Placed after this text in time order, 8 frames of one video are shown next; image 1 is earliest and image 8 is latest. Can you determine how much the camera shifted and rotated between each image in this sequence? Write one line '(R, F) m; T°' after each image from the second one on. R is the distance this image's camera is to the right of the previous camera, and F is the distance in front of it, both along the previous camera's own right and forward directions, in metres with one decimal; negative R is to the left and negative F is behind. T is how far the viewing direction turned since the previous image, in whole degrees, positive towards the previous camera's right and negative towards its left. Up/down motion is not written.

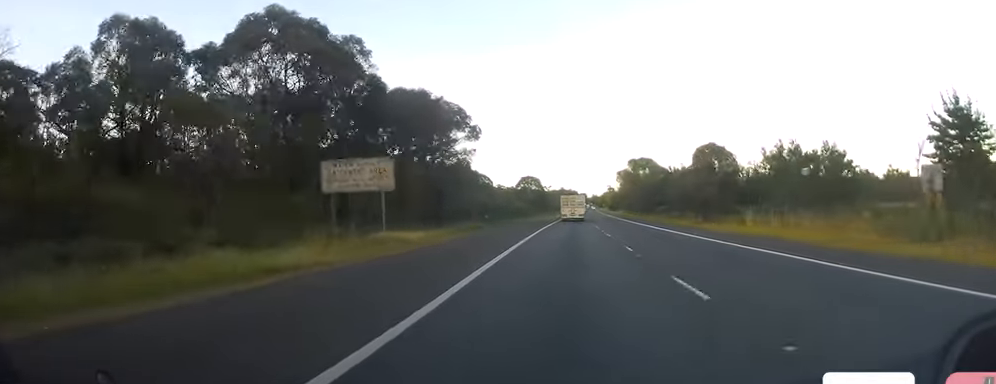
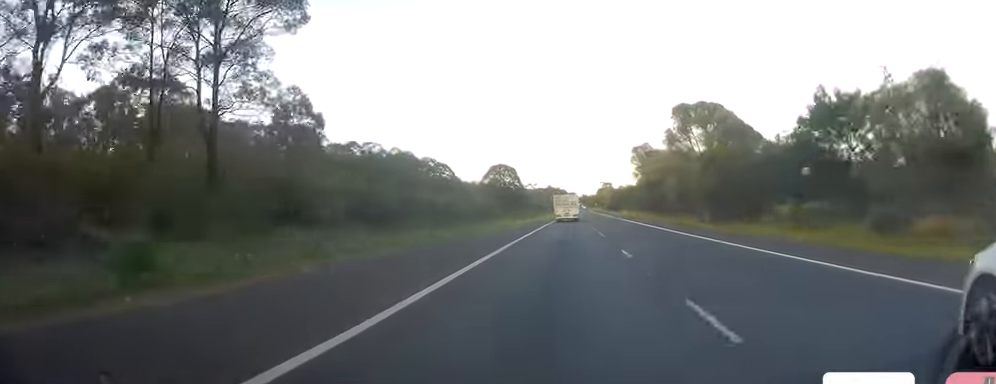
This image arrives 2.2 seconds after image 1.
(+1.1, +64.0) m; +1°
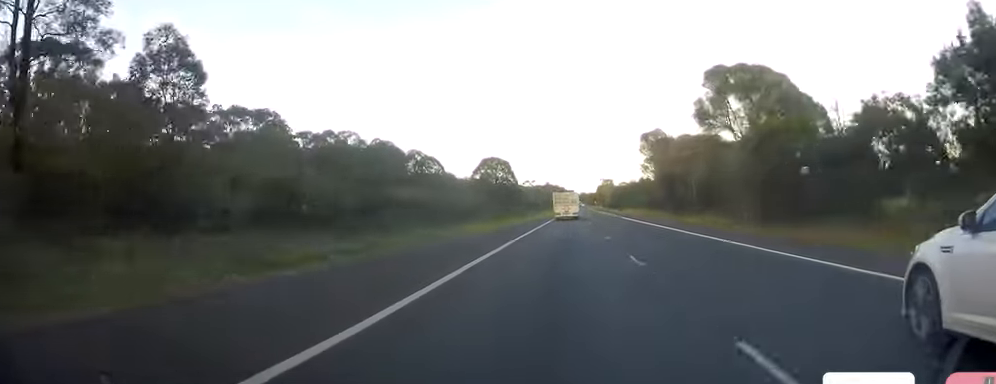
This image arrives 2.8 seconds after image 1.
(0.0, +15.3) m; 0°
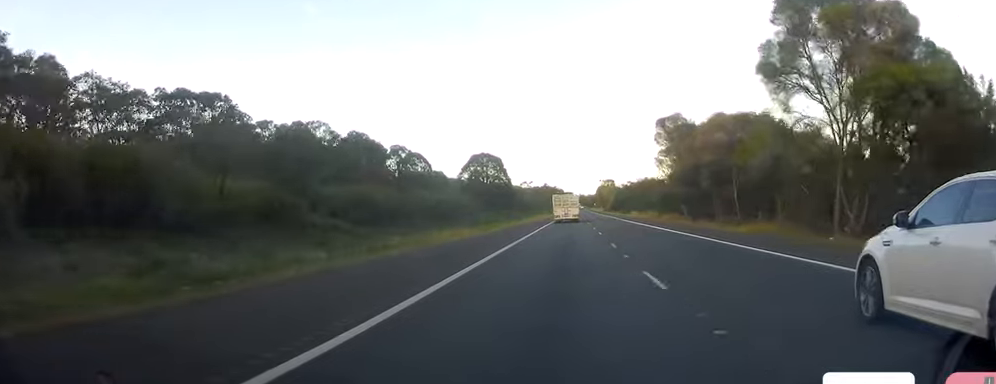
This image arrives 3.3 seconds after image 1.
(0.0, +16.2) m; 0°
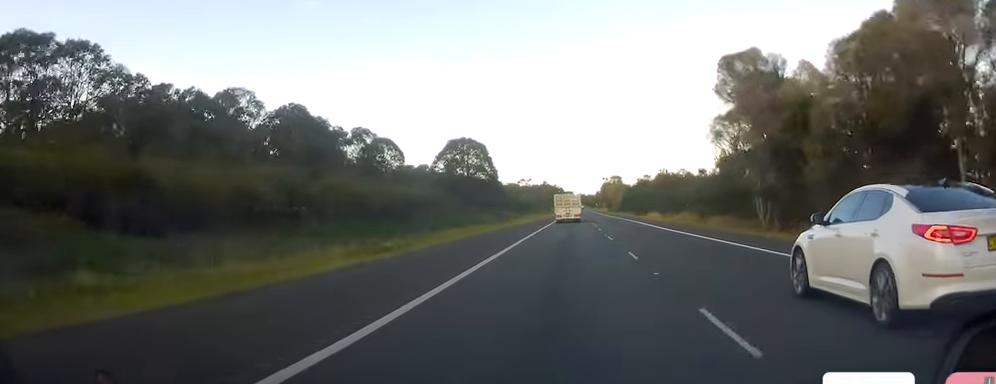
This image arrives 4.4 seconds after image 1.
(0.0, +29.6) m; 0°
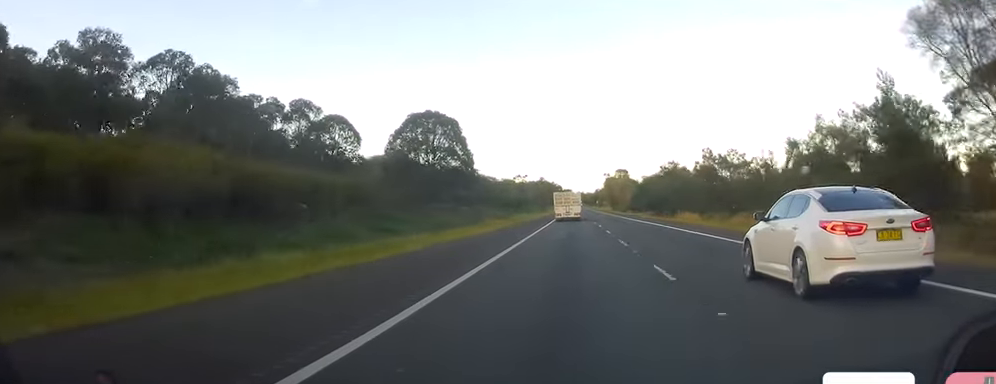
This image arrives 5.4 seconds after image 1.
(0.0, +29.6) m; 0°
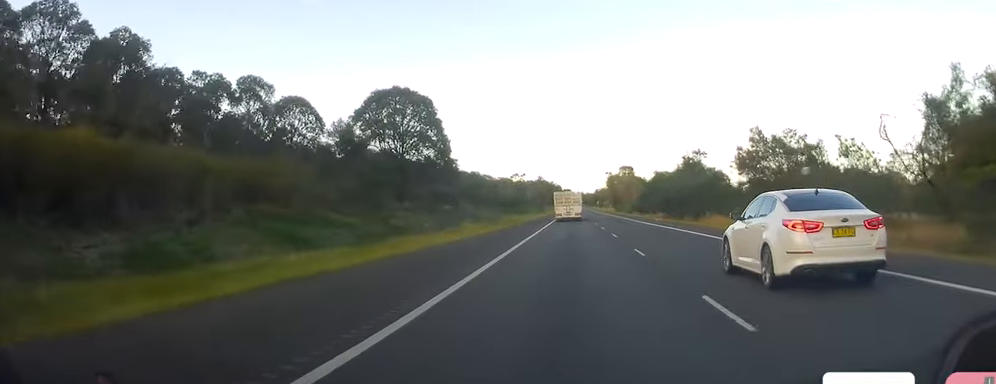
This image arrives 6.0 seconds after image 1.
(0.0, +17.2) m; 0°
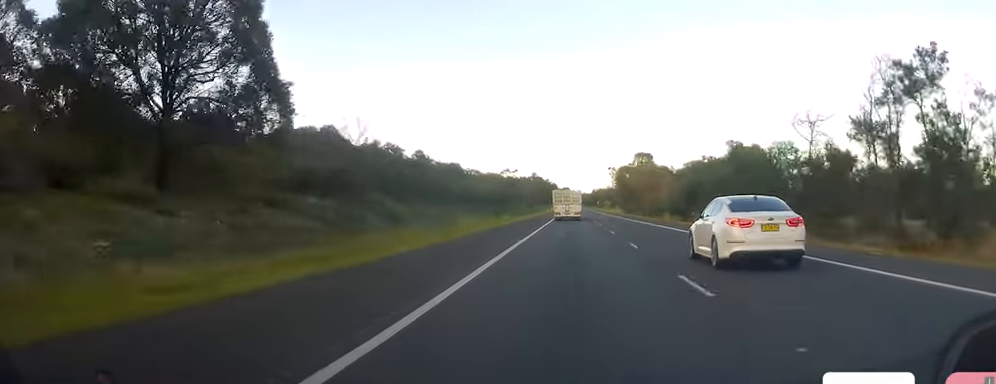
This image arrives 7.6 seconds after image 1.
(+0.9, +45.0) m; +2°
